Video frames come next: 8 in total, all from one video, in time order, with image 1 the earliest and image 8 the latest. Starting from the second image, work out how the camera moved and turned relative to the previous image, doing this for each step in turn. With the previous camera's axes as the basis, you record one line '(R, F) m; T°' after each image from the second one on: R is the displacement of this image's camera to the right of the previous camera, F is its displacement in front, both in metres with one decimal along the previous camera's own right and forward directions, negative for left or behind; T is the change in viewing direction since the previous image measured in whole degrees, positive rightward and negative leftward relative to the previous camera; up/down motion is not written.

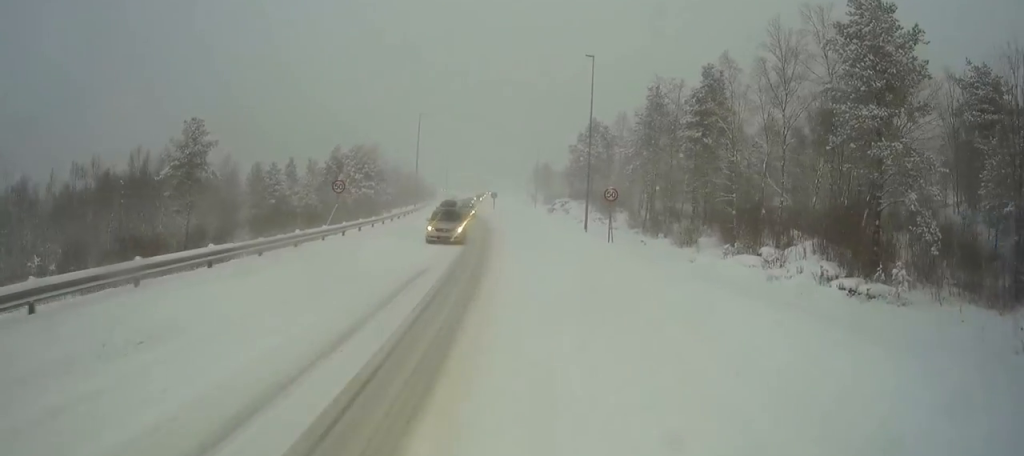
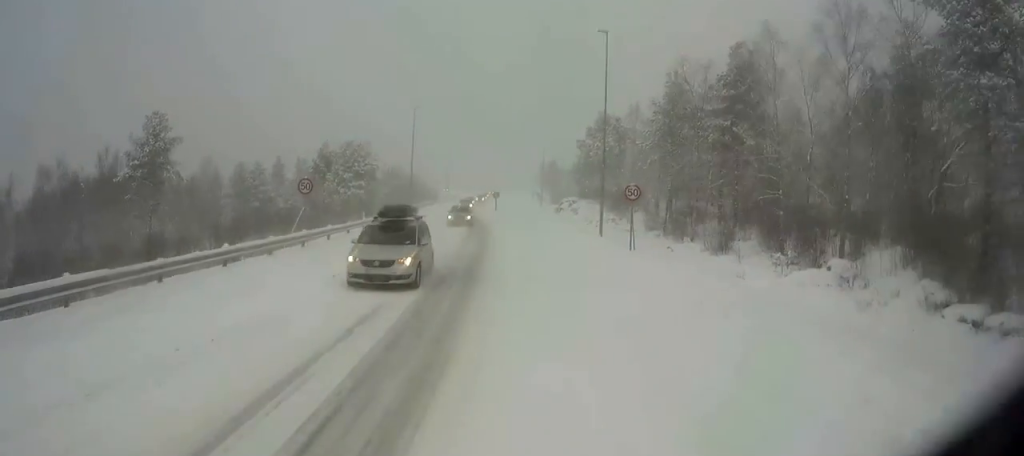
(-0.1, +6.6) m; -1°
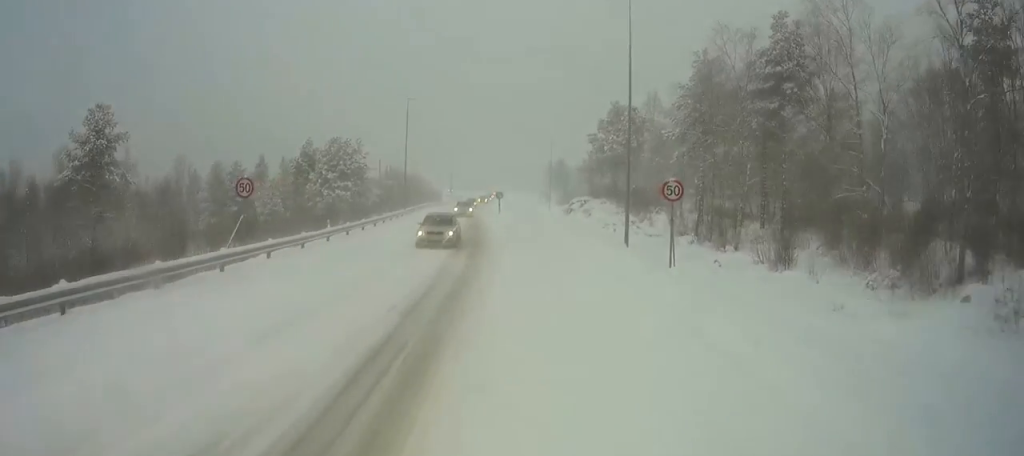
(0.0, +7.8) m; -1°
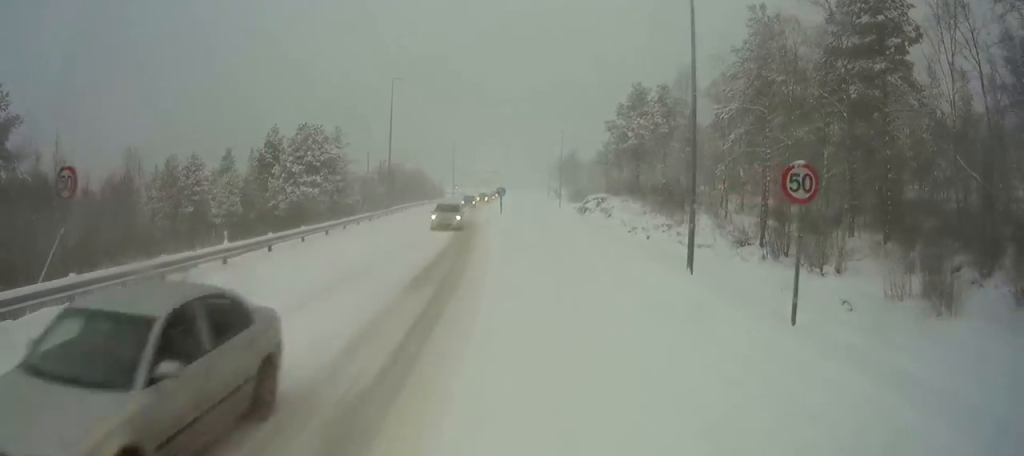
(-0.3, +11.2) m; -2°
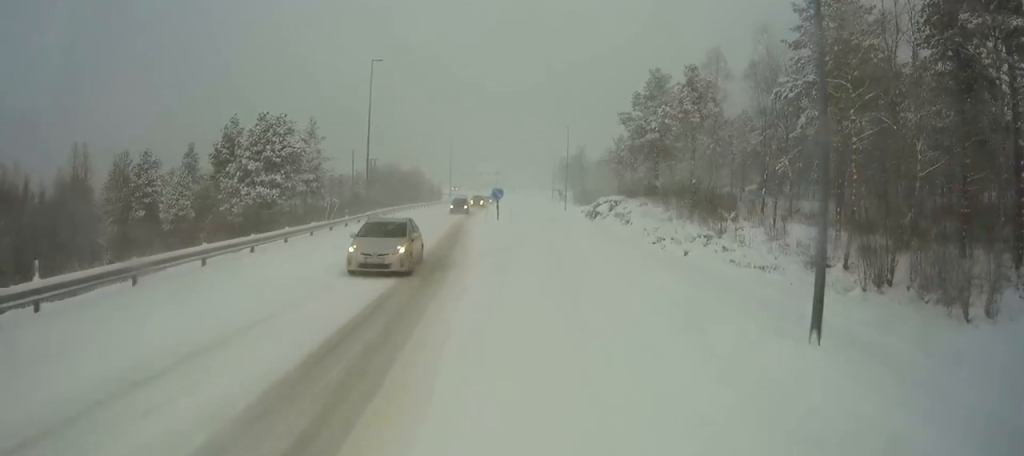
(-0.1, +8.8) m; 0°
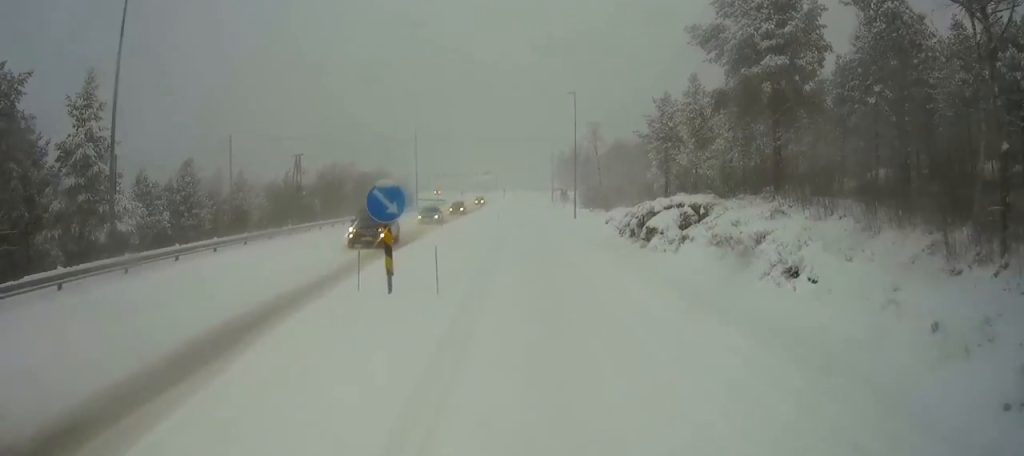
(+0.1, +31.3) m; 0°
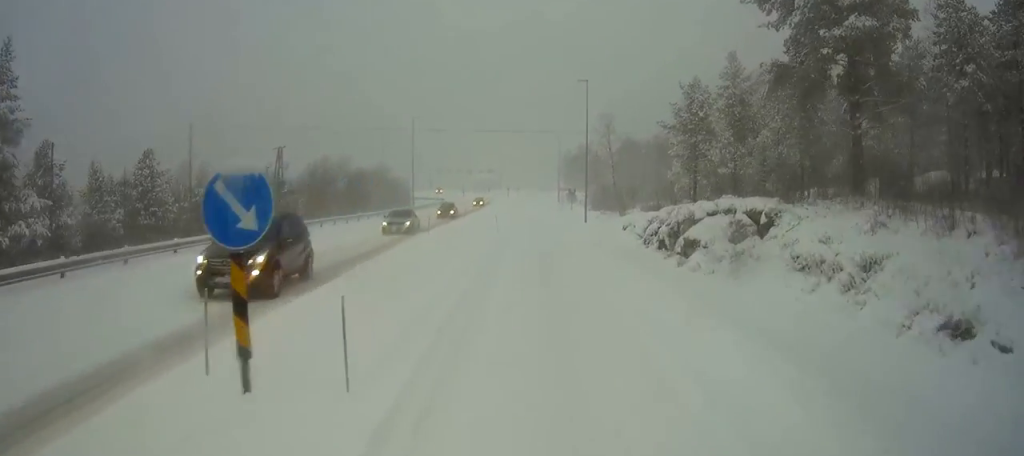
(-0.1, +7.0) m; 0°
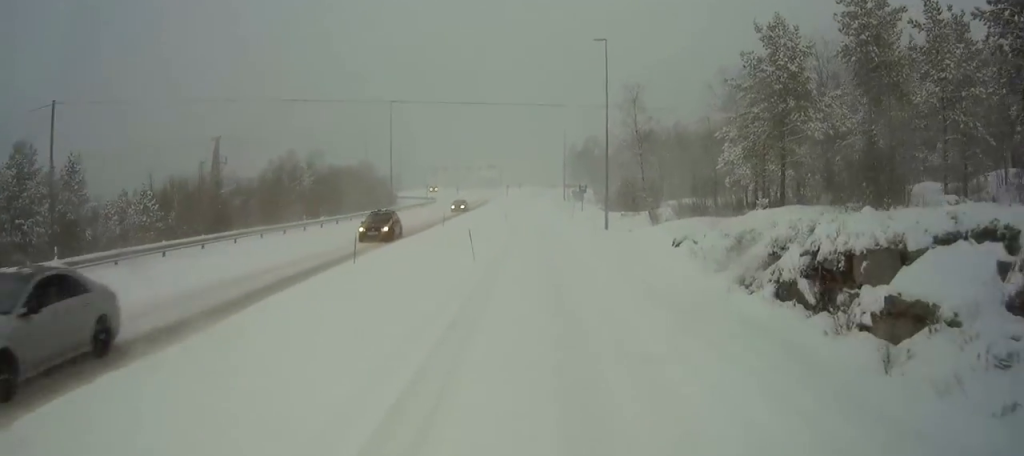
(0.0, +14.5) m; 0°
